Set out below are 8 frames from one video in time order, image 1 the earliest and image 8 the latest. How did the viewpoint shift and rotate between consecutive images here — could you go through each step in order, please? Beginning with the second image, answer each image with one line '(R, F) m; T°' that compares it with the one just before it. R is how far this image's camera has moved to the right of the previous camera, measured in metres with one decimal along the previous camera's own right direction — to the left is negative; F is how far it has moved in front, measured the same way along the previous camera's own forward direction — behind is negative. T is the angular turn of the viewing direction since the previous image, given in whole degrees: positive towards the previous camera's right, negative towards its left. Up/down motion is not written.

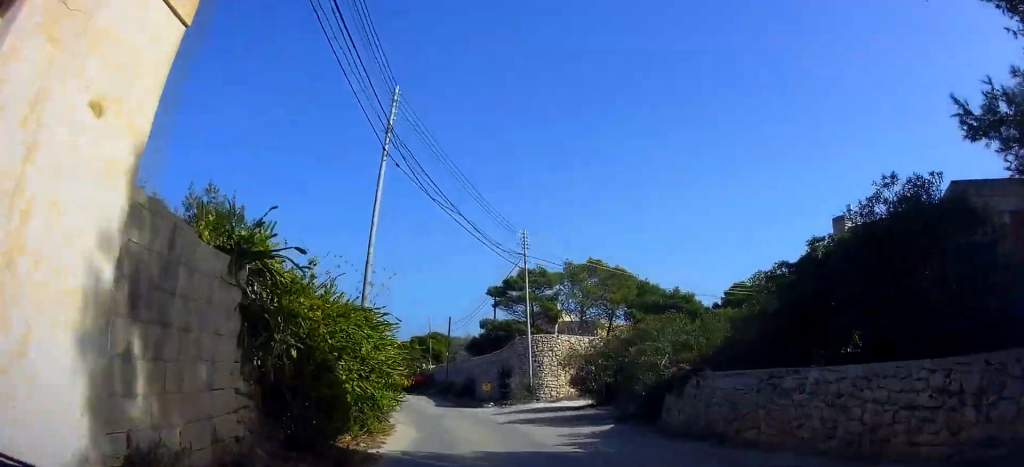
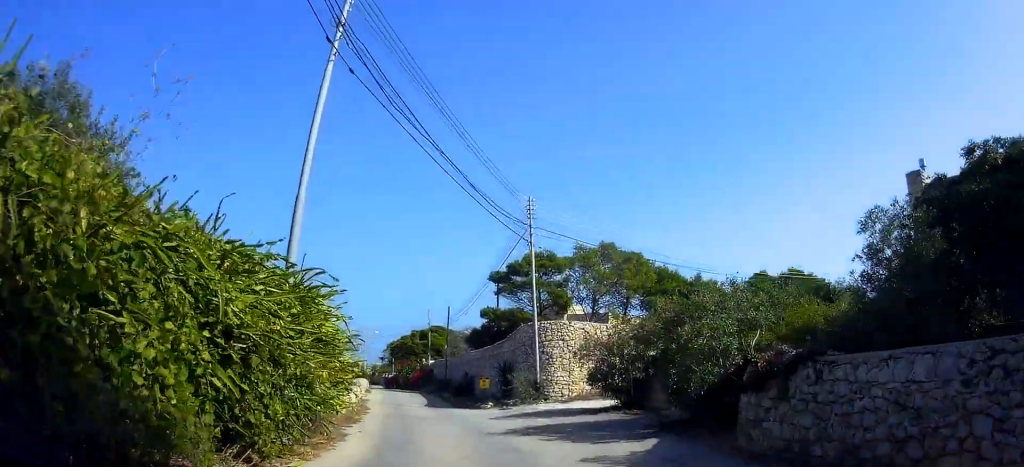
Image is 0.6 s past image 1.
(+0.6, +4.9) m; +4°
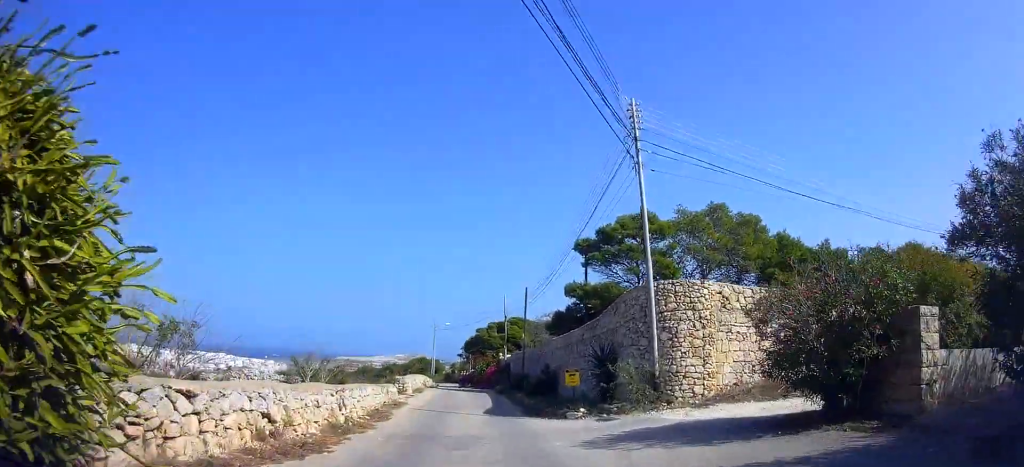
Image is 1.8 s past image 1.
(+0.3, +8.7) m; -3°
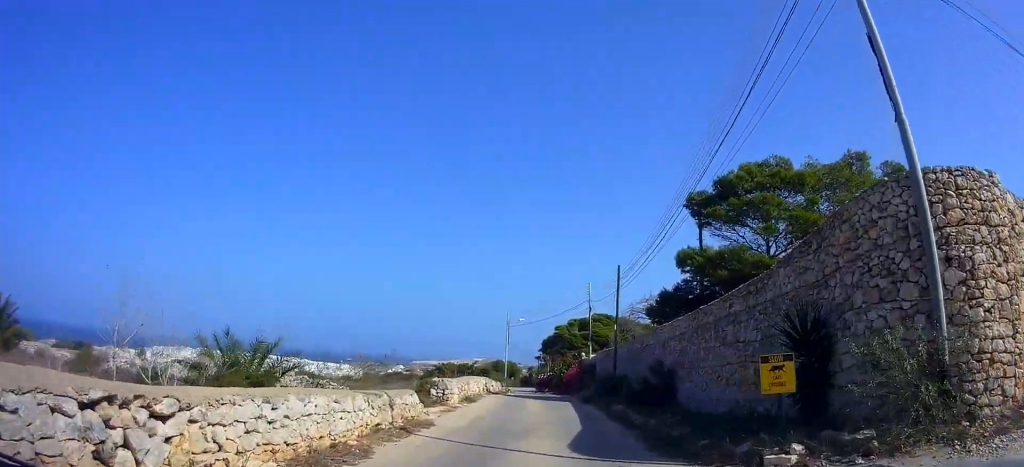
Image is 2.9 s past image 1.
(-0.9, +8.8) m; -15°
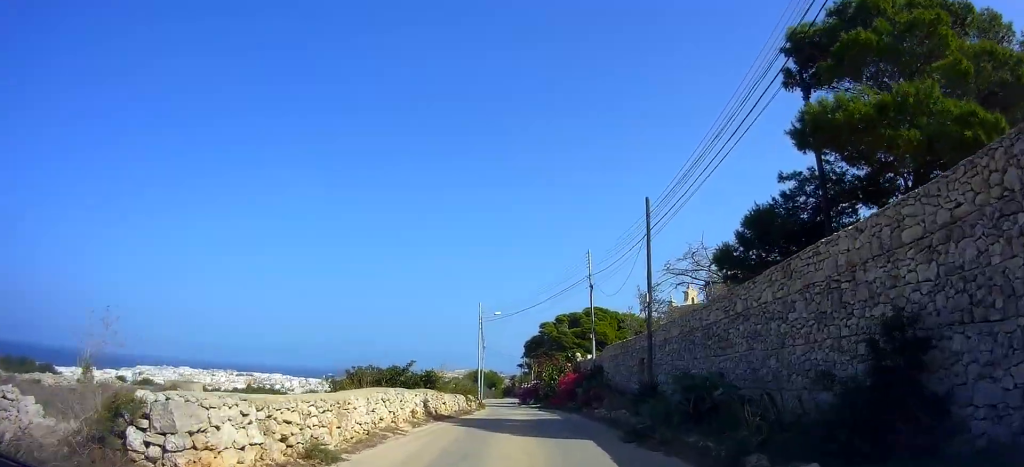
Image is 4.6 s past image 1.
(-0.4, +12.7) m; 0°
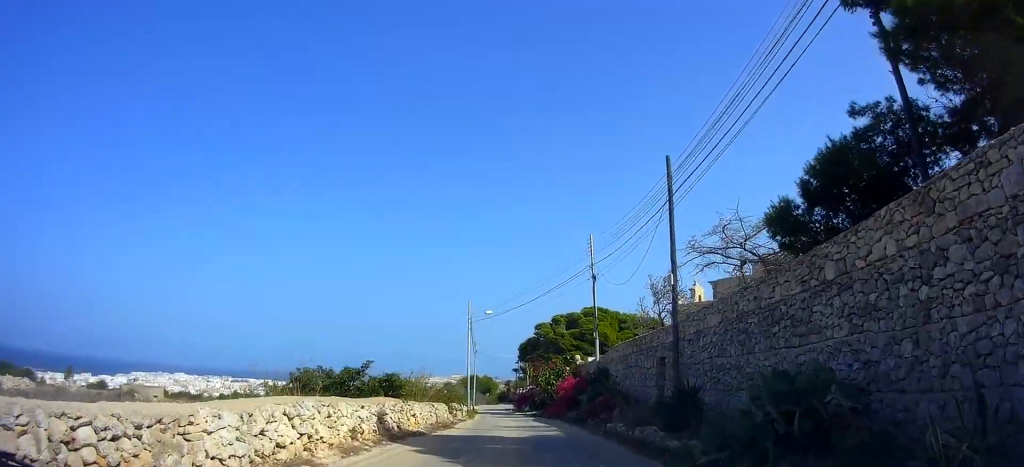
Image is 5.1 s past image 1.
(+0.2, +4.1) m; 0°
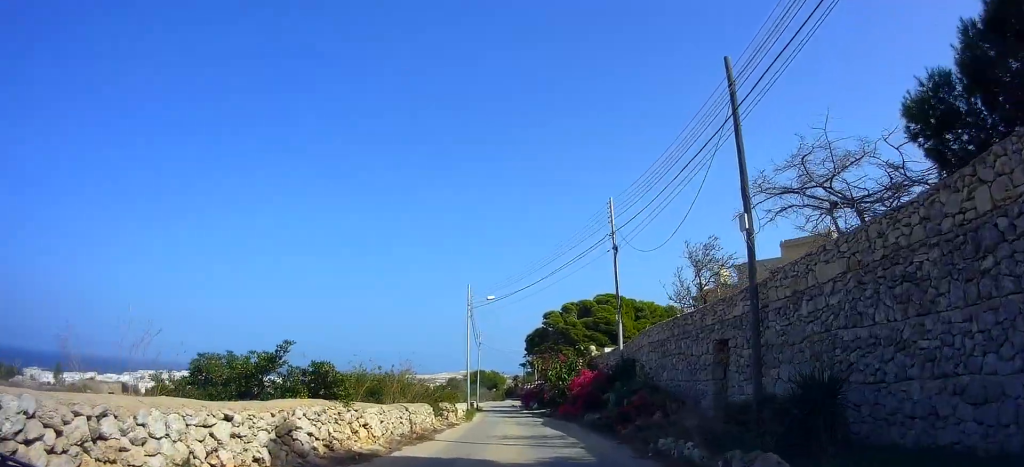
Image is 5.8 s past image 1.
(-0.5, +5.3) m; 0°
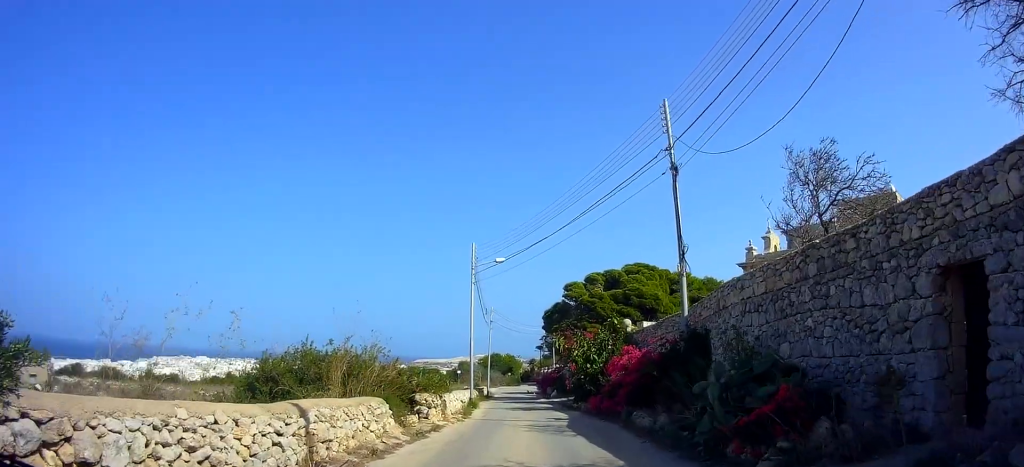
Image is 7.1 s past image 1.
(+0.6, +9.7) m; +3°
